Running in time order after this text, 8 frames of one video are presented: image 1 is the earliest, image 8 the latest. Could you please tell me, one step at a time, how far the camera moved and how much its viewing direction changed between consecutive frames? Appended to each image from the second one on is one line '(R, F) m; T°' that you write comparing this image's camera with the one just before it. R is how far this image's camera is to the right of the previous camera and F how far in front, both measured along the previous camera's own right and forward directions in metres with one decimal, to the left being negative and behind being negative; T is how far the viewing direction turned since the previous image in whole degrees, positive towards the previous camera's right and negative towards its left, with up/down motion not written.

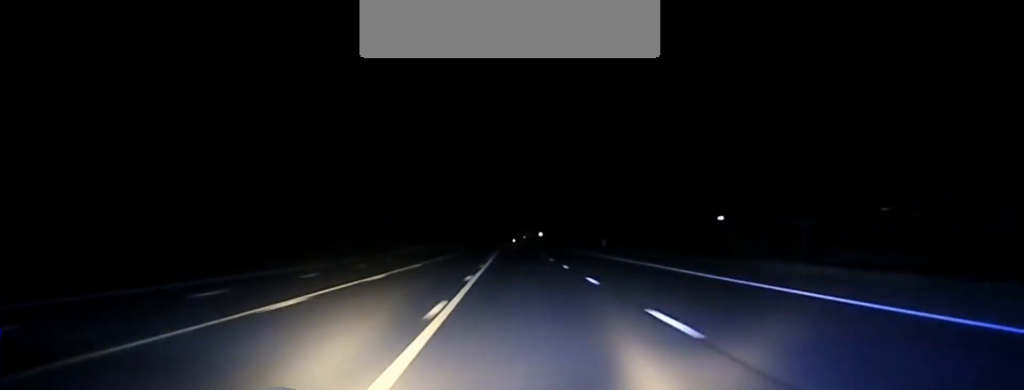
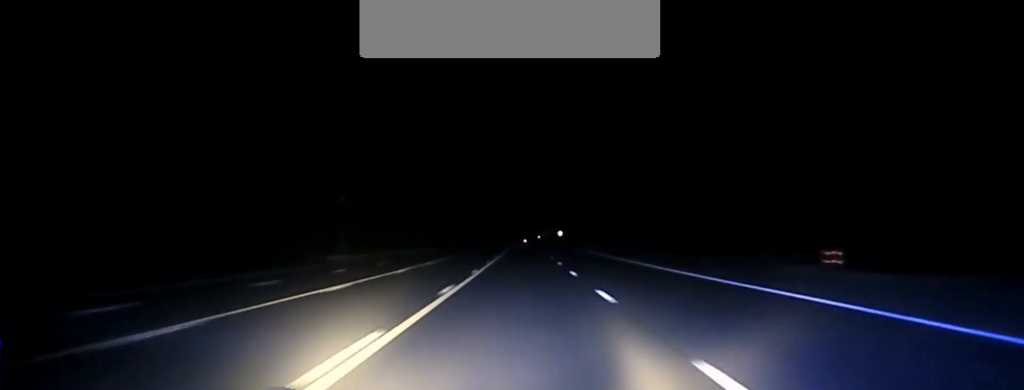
(-0.3, +69.9) m; -1°
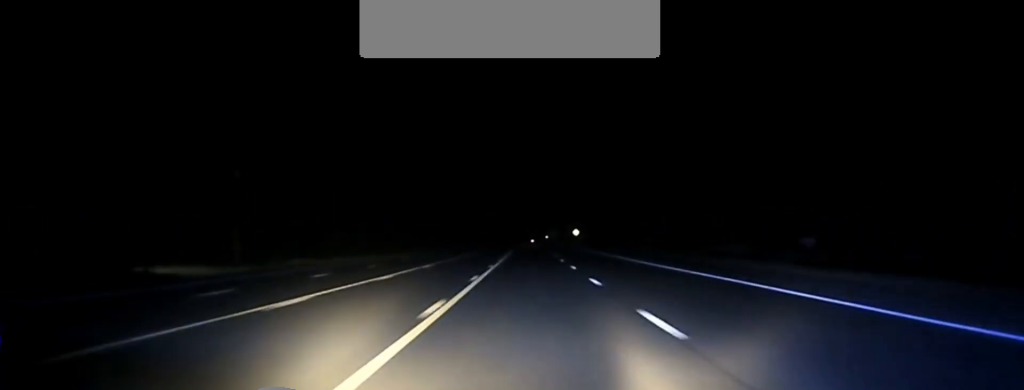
(-0.1, +54.4) m; 0°
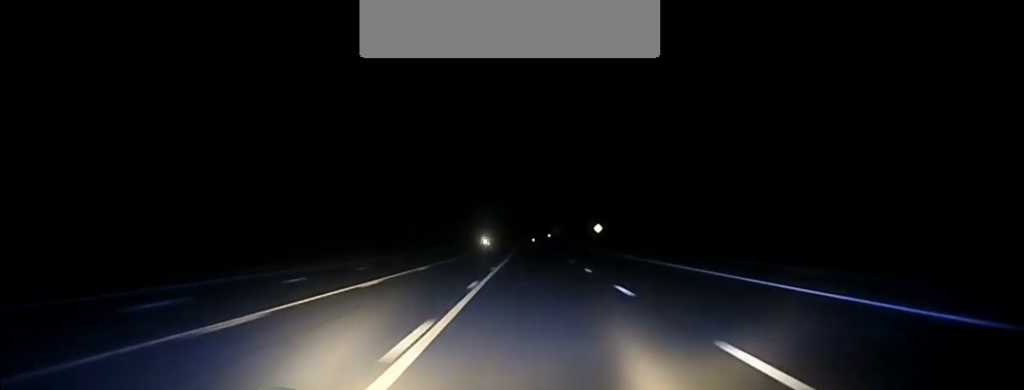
(-0.1, +65.8) m; 0°
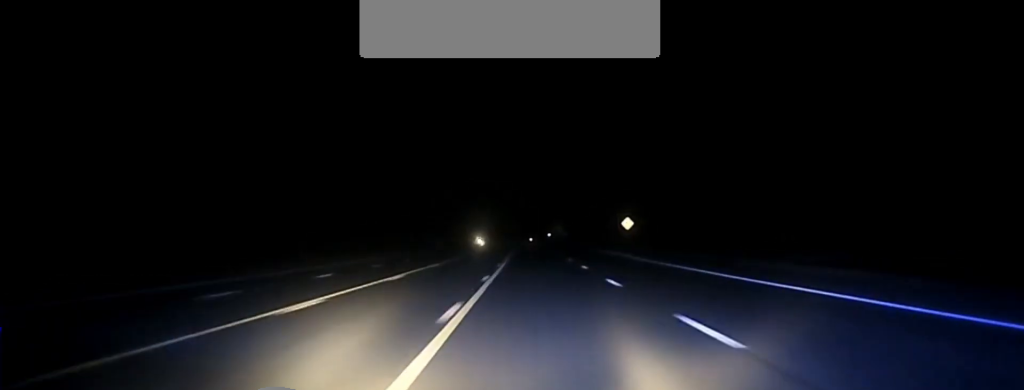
(+0.2, +43.2) m; 0°
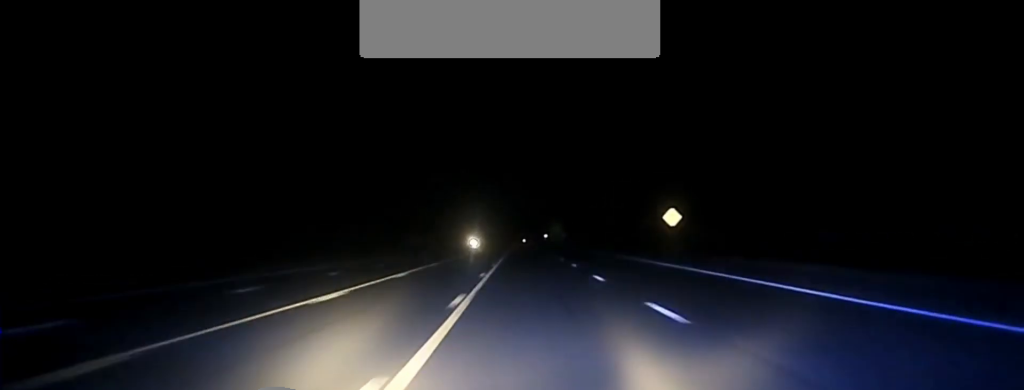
(0.0, +34.2) m; 0°
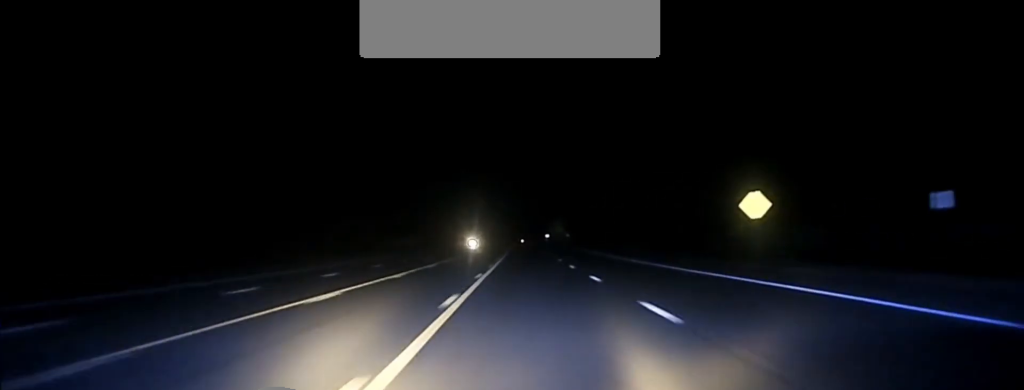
(0.0, +27.4) m; 0°
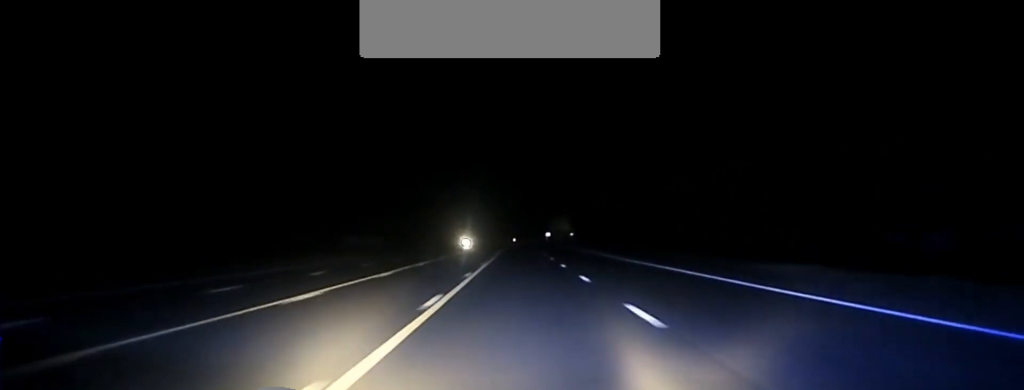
(0.0, +50.2) m; 0°
